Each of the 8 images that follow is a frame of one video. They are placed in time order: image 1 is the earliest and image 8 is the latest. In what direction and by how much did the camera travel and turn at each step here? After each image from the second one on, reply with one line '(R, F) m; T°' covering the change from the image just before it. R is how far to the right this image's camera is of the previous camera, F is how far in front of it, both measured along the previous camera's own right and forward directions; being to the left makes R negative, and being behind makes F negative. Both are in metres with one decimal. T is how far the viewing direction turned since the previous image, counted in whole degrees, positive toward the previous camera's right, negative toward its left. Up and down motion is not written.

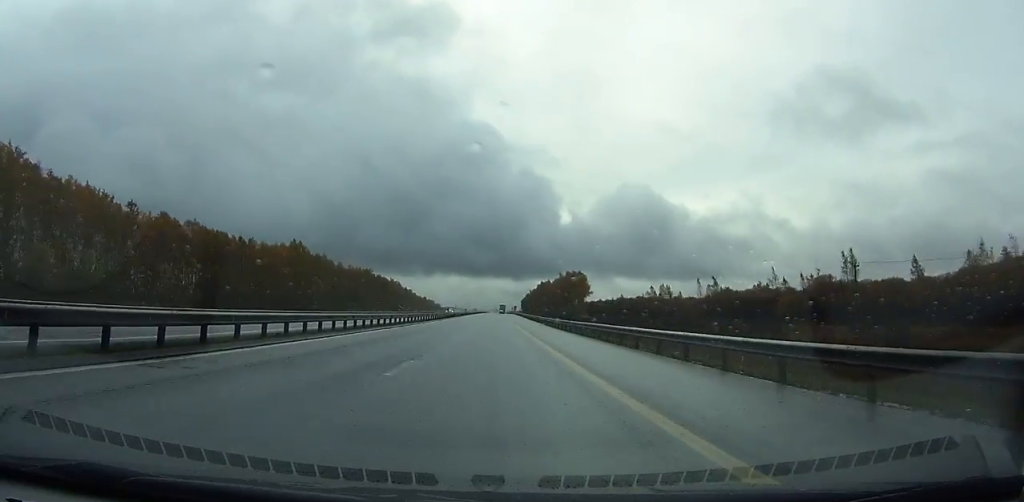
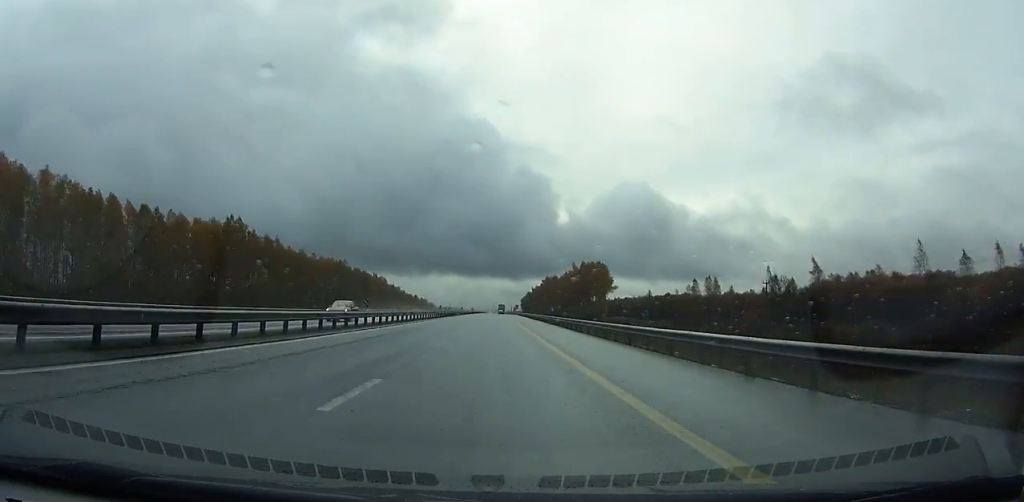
(-0.1, +50.5) m; 0°
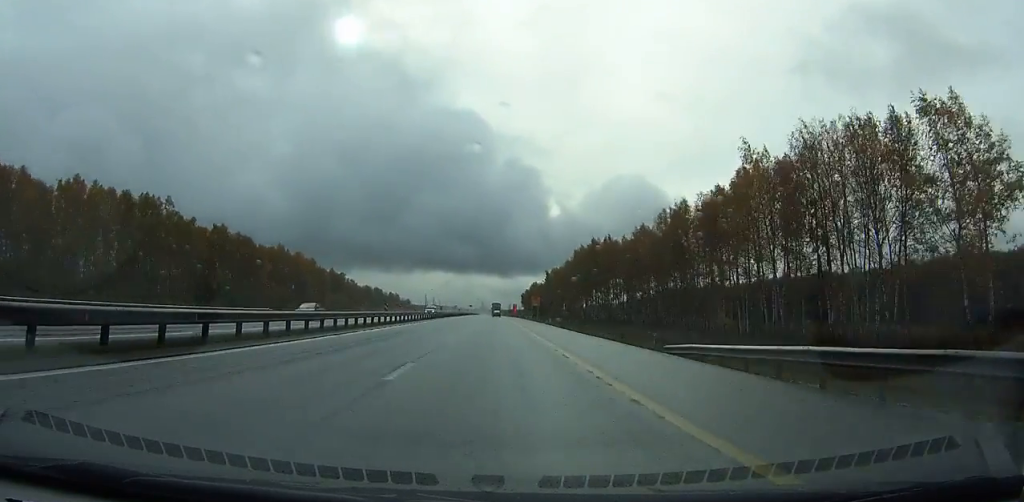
(+1.1, +151.5) m; 0°
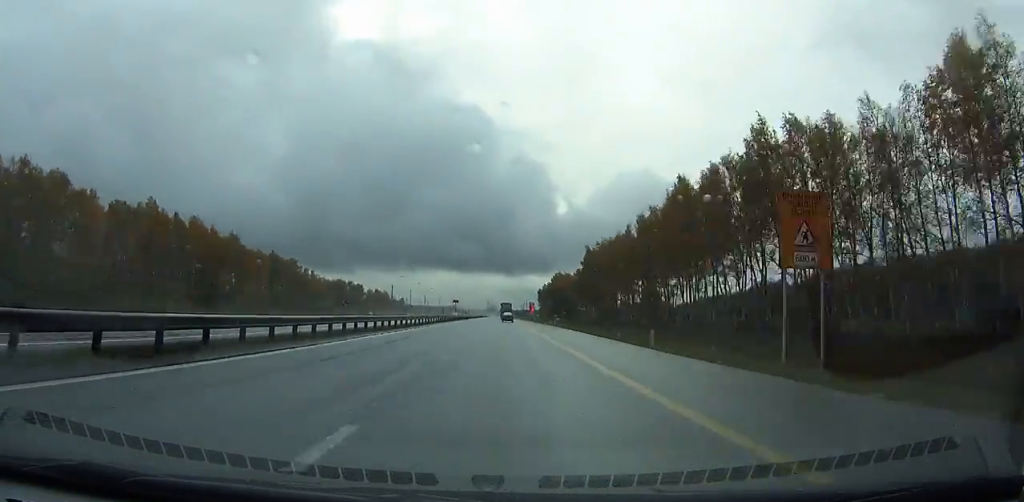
(-0.2, +86.5) m; 0°
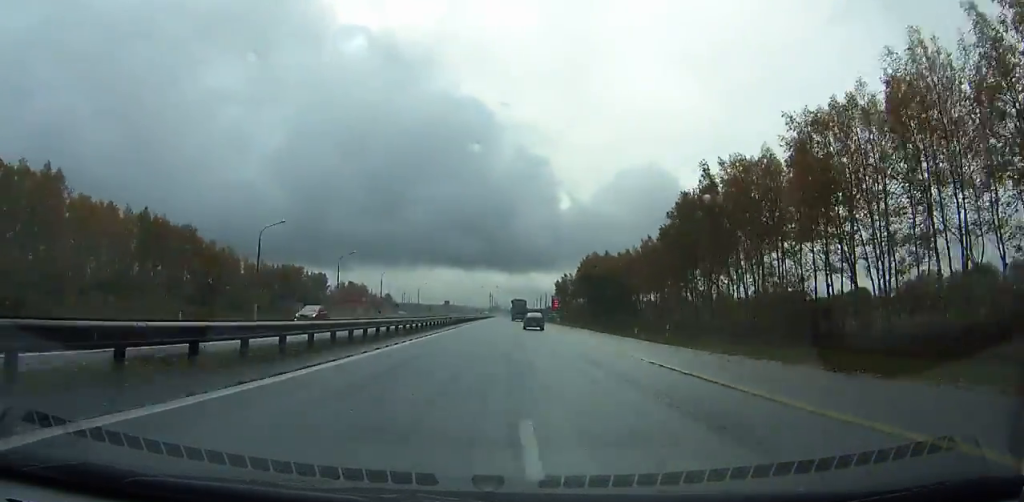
(-0.3, +78.8) m; 0°
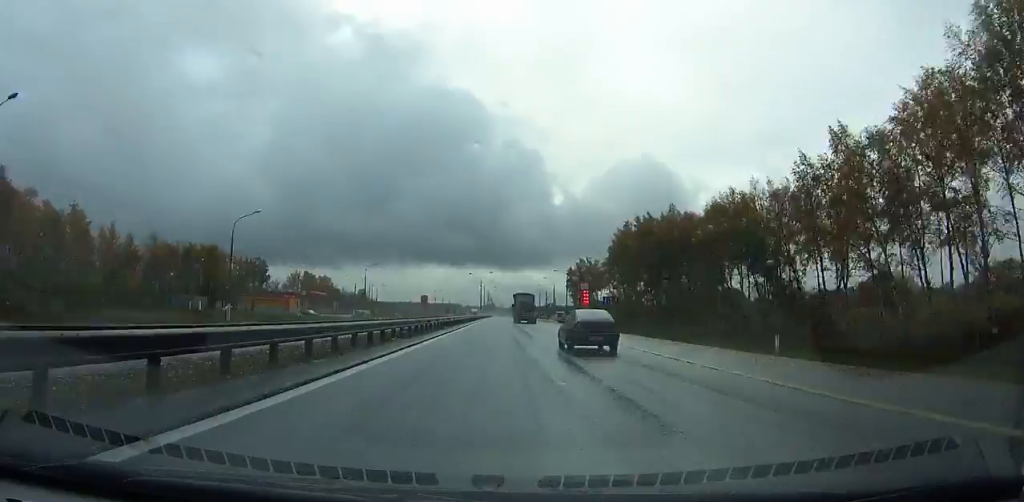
(-0.1, +62.6) m; 0°
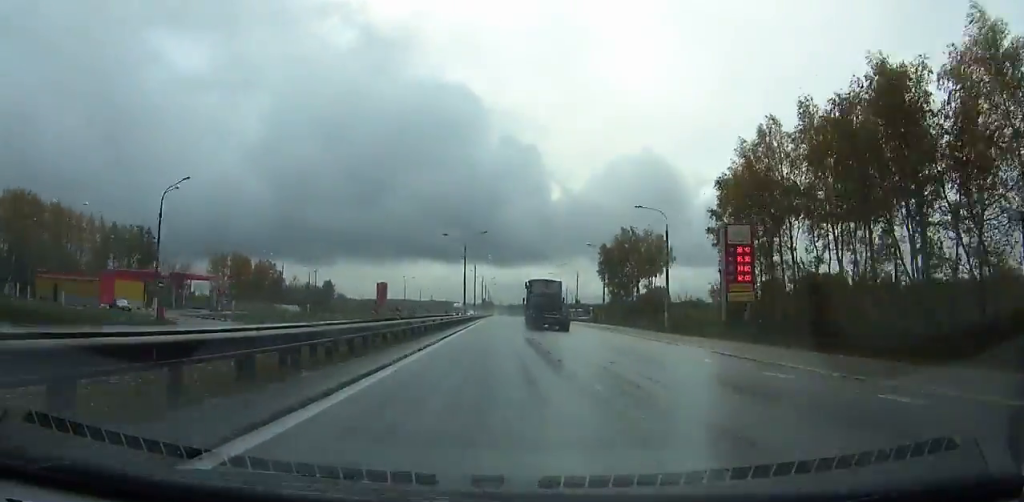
(-0.2, +69.0) m; +1°
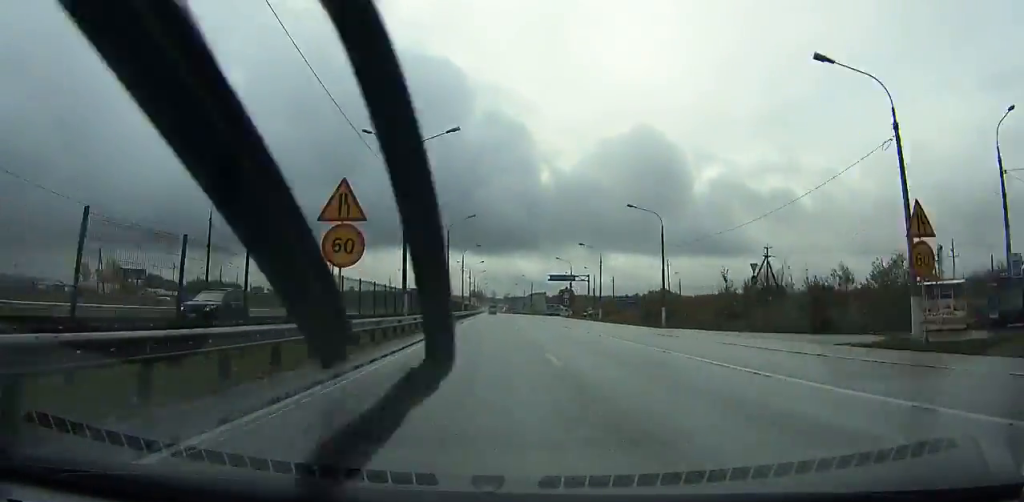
(+4.1, +233.5) m; 0°
